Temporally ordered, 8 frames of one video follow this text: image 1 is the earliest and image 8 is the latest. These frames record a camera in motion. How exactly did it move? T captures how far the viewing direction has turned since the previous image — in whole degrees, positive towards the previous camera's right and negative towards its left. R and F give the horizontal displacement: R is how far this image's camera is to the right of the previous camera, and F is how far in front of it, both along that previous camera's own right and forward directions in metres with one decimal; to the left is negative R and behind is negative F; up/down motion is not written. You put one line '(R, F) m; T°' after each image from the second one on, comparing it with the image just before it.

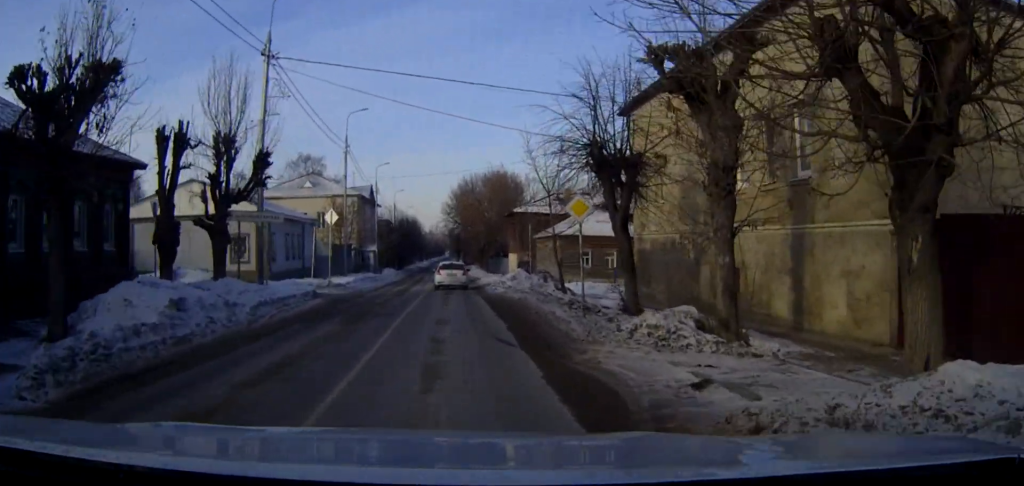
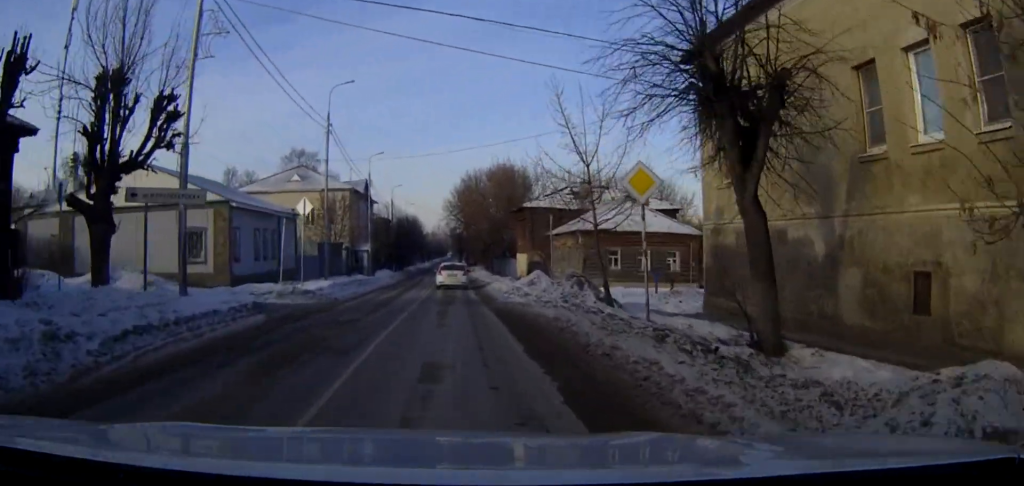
(0.0, +8.2) m; 0°
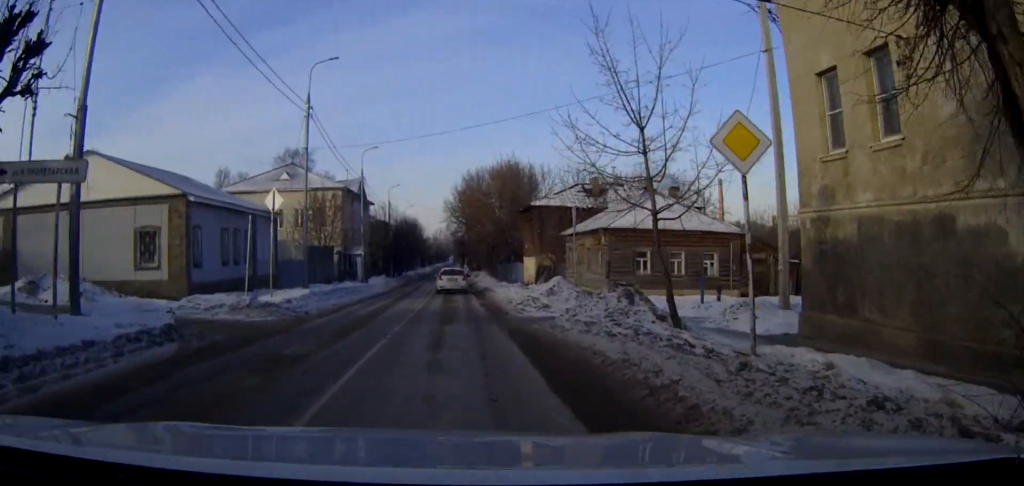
(0.0, +5.9) m; 0°
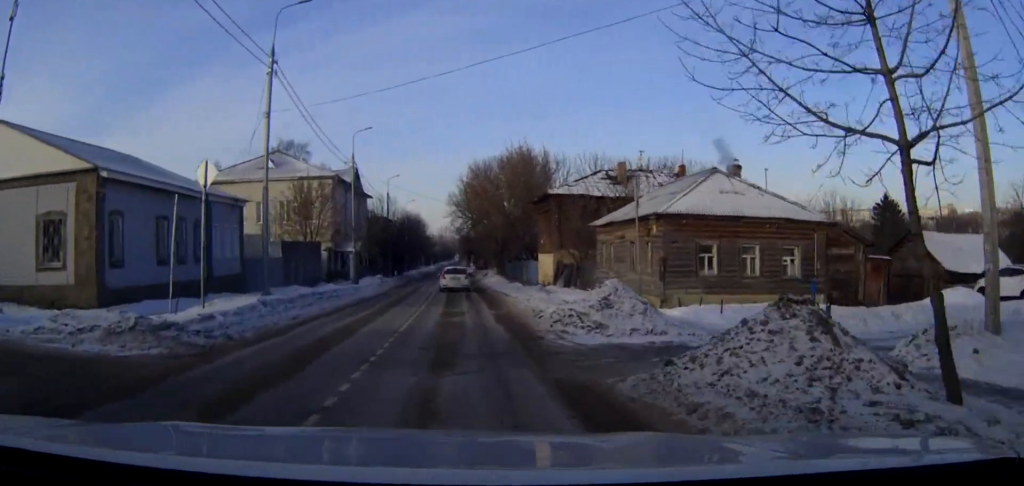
(0.0, +8.1) m; 0°
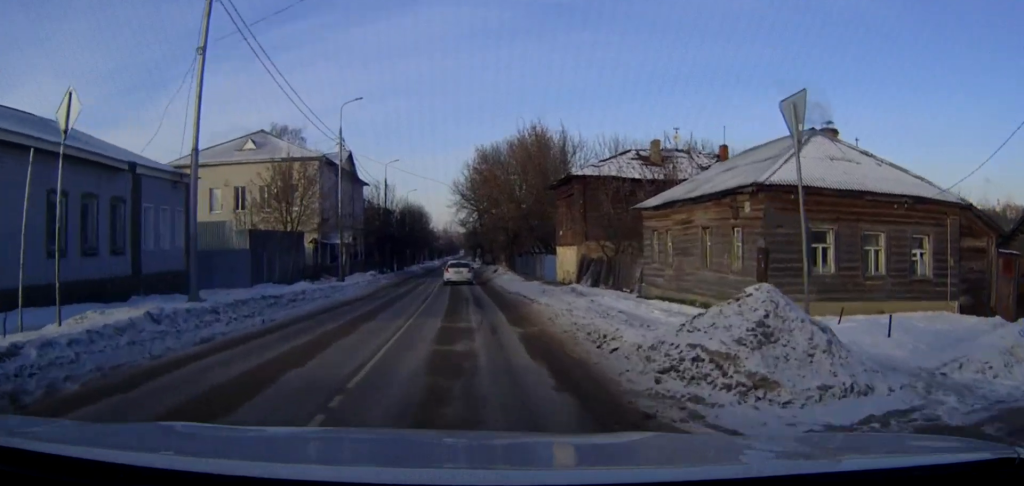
(0.0, +7.9) m; 0°
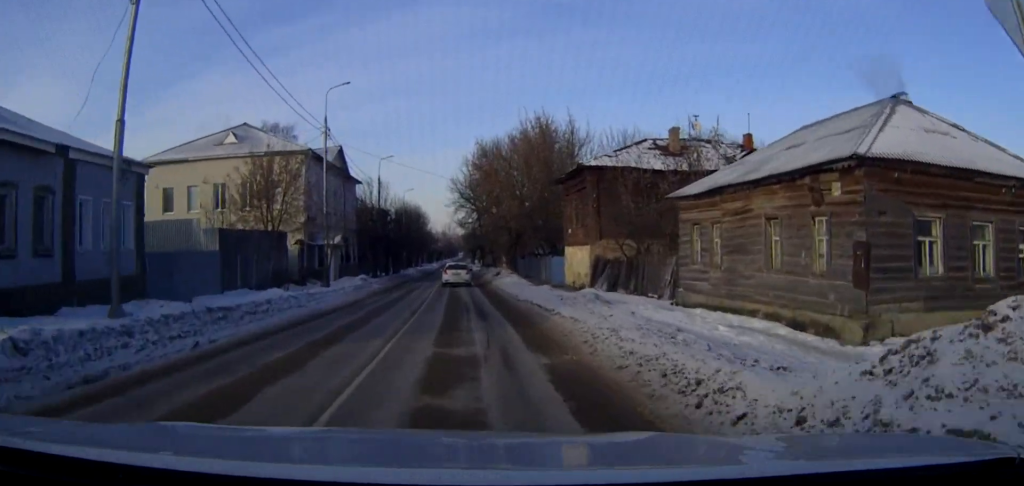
(0.0, +4.5) m; 0°
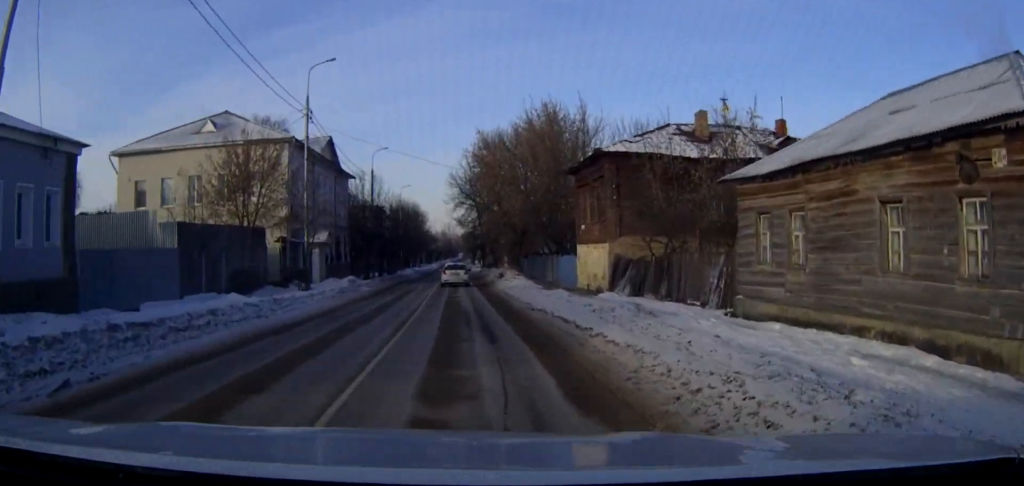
(0.0, +5.0) m; 0°
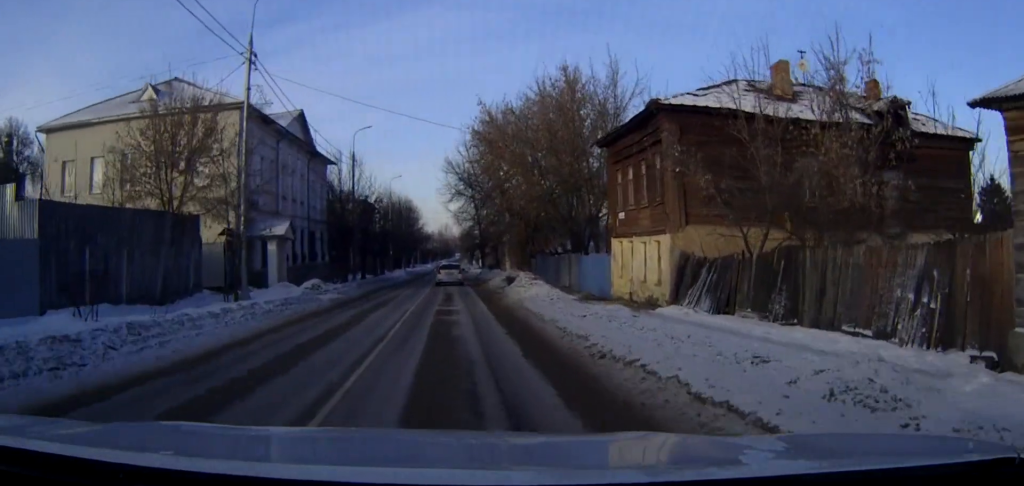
(0.0, +10.1) m; 0°
